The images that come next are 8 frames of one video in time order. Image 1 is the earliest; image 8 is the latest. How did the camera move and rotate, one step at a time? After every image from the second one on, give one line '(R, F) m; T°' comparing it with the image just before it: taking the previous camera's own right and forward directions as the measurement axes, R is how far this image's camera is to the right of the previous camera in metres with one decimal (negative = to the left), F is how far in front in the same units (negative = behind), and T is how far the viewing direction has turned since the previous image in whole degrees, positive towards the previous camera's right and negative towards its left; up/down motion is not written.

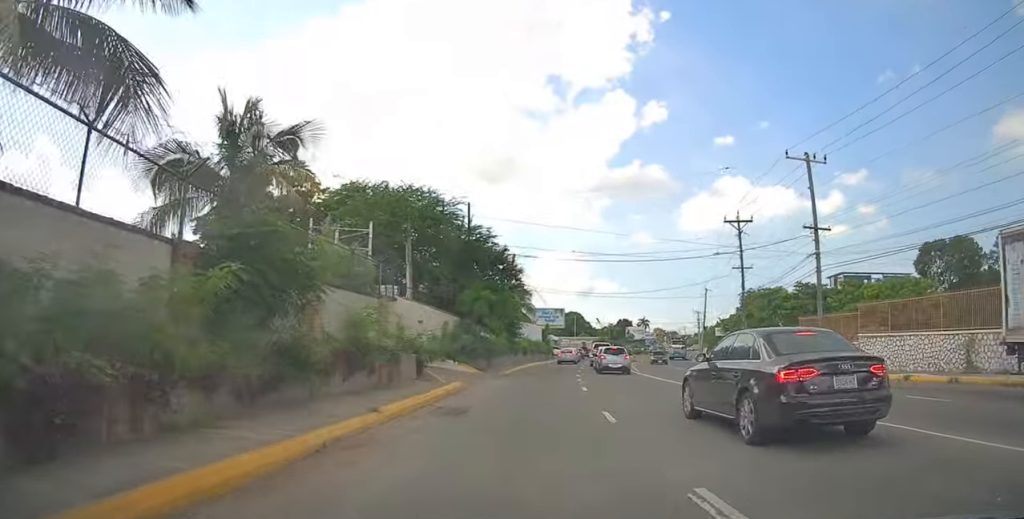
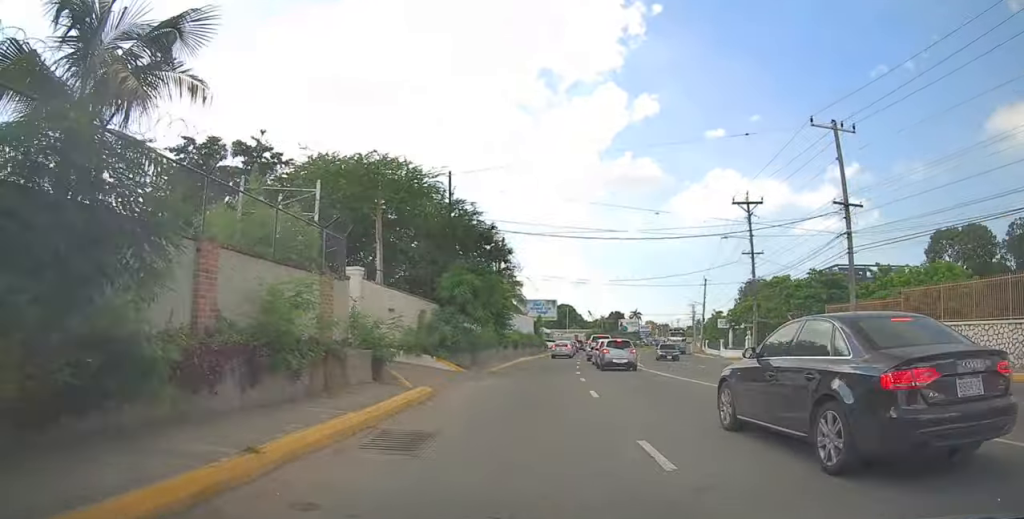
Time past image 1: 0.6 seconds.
(-0.2, +4.1) m; 0°
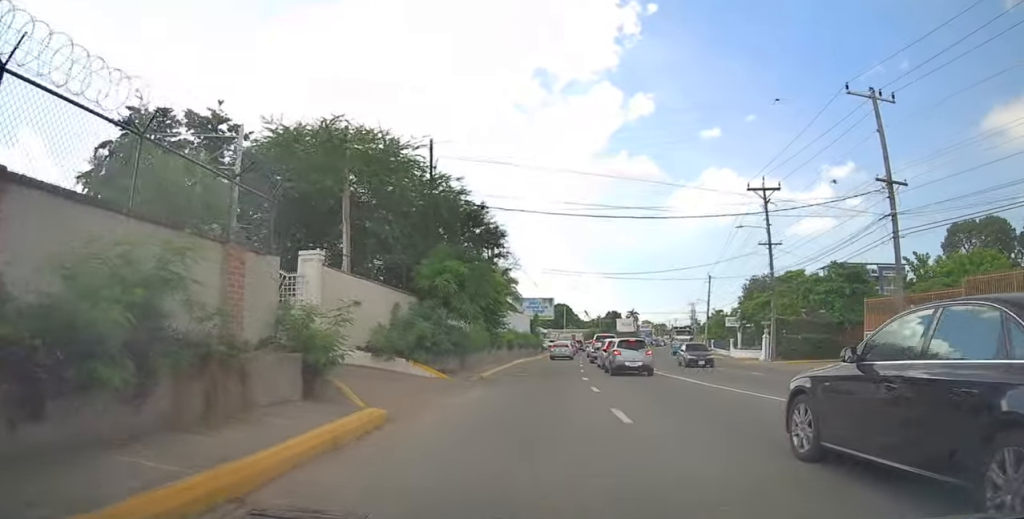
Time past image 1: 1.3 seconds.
(-0.2, +4.1) m; 0°
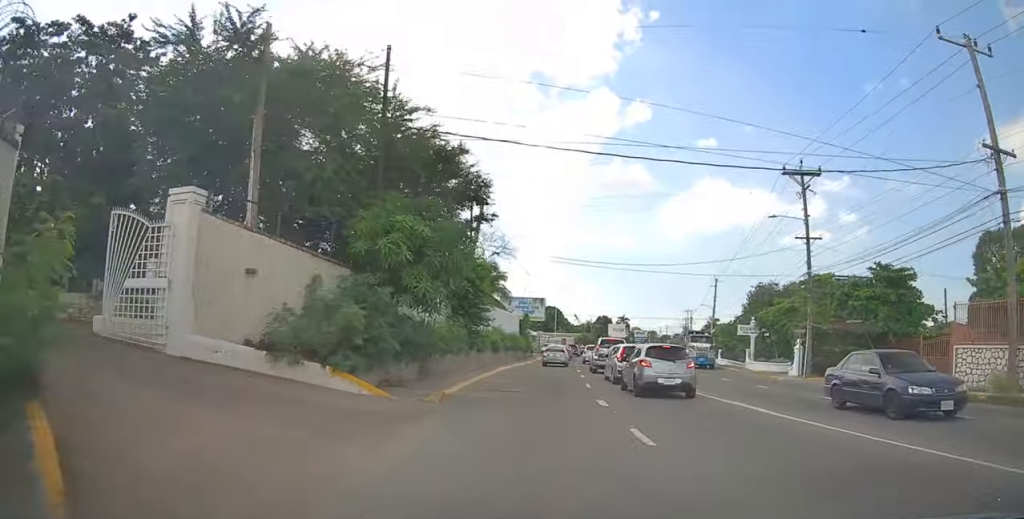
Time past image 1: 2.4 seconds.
(+0.4, +6.9) m; +4°
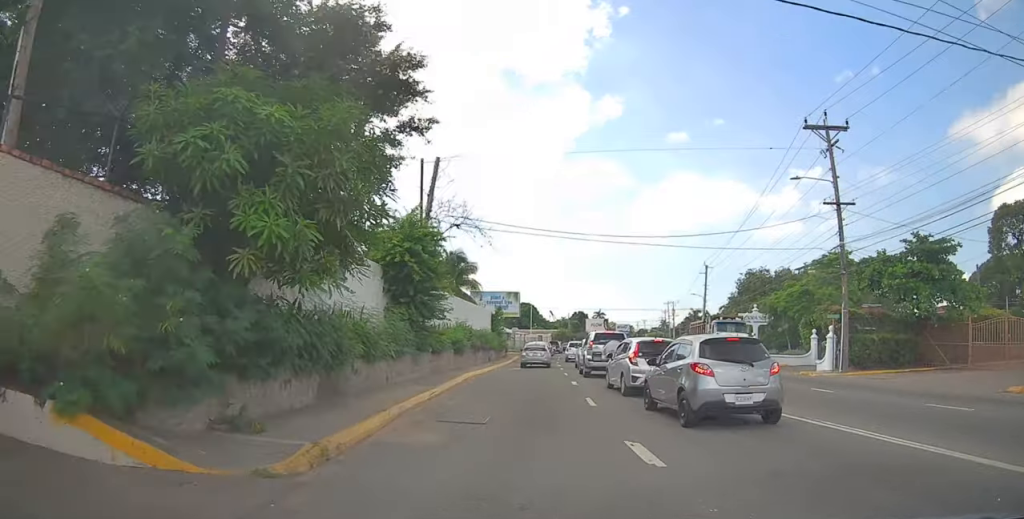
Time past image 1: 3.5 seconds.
(+0.2, +6.8) m; +3°
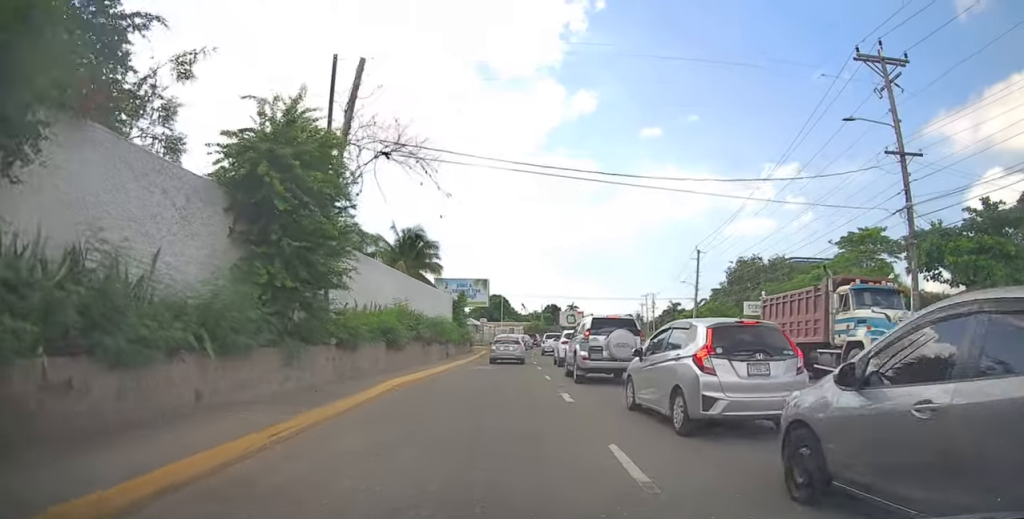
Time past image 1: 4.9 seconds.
(0.0, +7.7) m; 0°
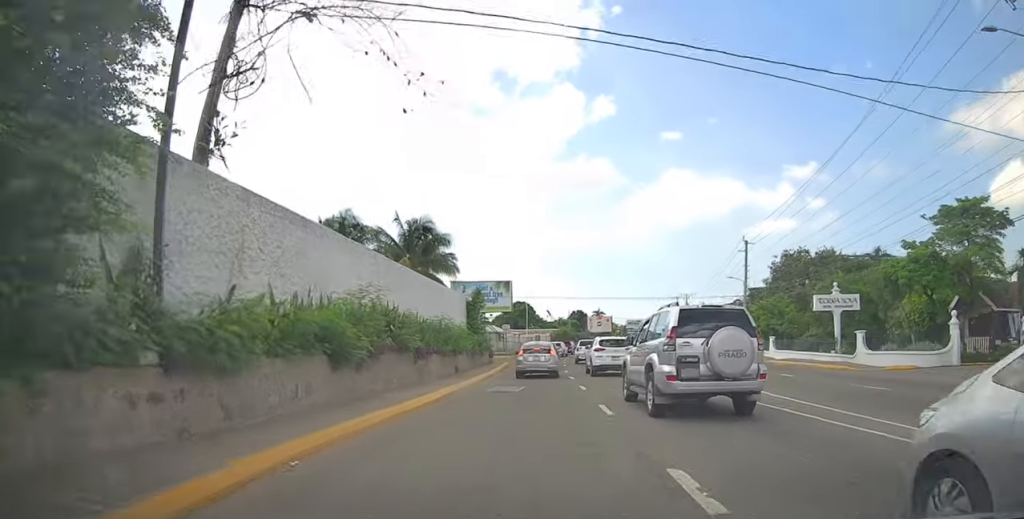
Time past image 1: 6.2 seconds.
(+0.3, +7.2) m; +4°
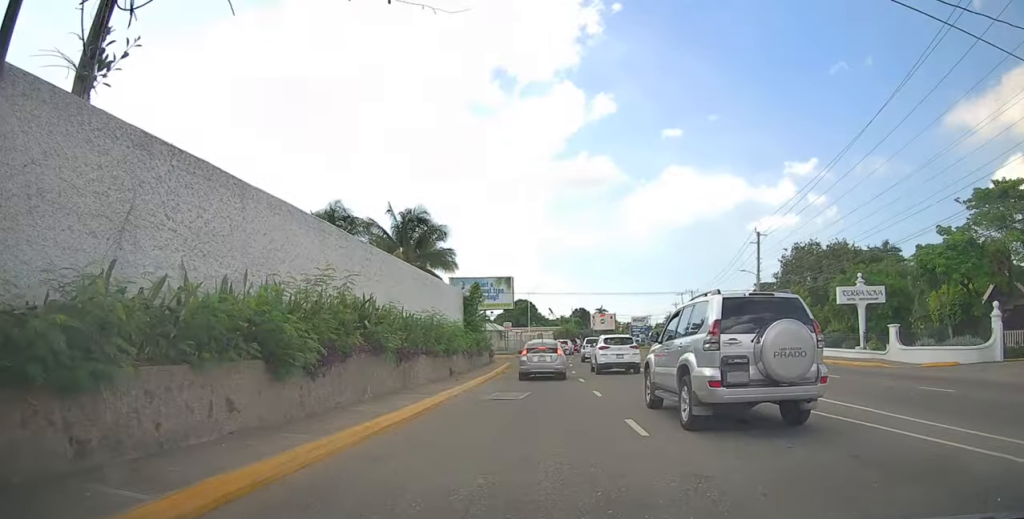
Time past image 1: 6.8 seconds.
(0.0, +2.8) m; -3°
